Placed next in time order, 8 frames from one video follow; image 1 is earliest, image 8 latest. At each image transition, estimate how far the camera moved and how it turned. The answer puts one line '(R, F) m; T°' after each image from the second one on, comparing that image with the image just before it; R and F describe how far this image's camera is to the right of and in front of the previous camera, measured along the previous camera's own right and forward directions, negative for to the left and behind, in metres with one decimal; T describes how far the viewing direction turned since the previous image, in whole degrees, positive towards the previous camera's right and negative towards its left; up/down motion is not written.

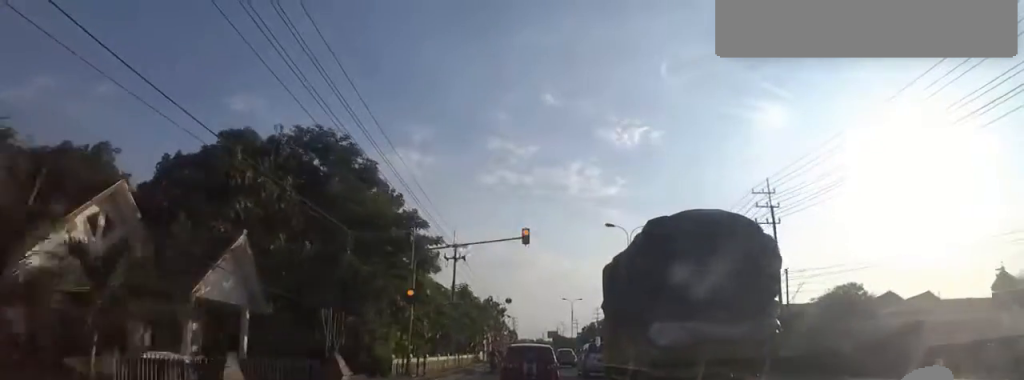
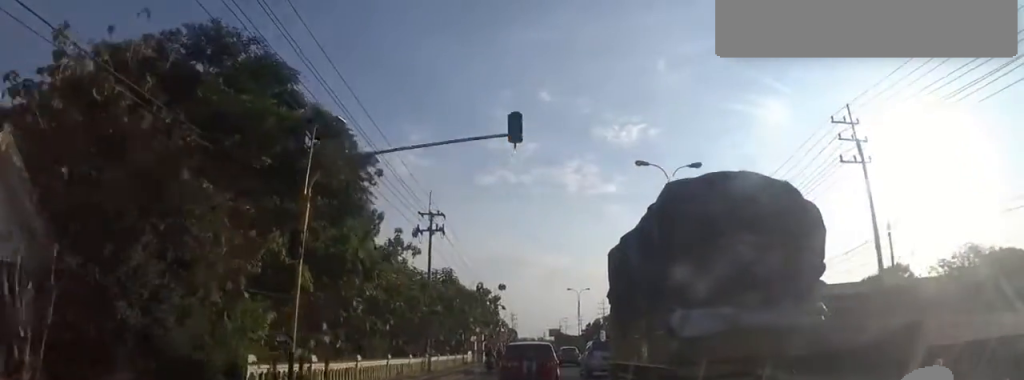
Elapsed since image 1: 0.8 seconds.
(0.0, +10.4) m; 0°
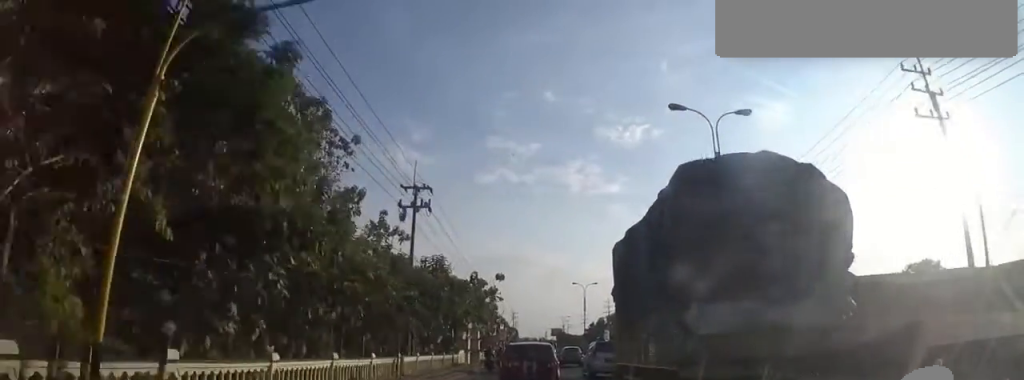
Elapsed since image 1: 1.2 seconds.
(0.0, +5.5) m; 0°
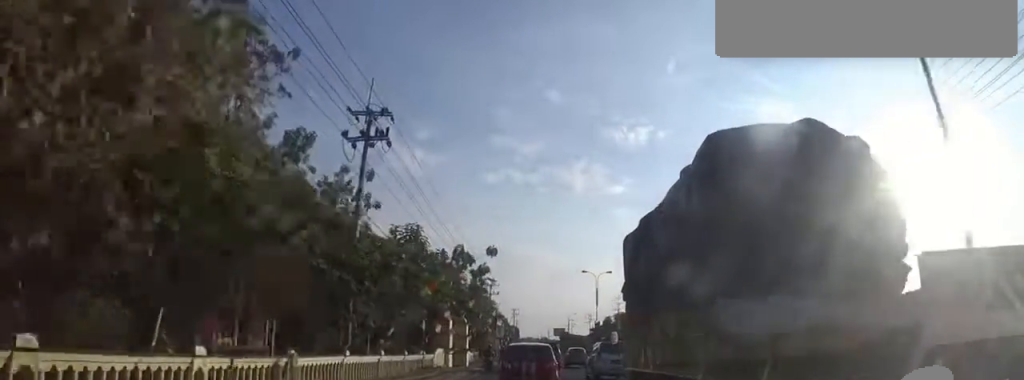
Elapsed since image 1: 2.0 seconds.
(0.0, +9.5) m; +1°
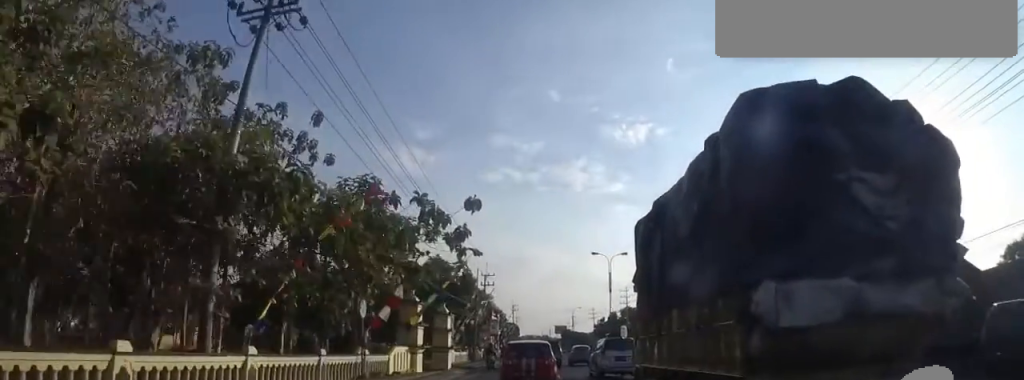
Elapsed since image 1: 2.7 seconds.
(+0.1, +8.5) m; 0°
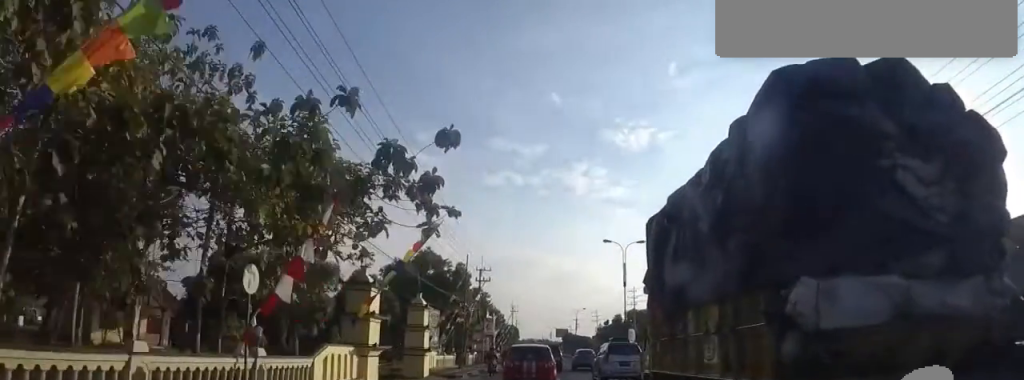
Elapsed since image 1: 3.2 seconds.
(0.0, +6.4) m; 0°
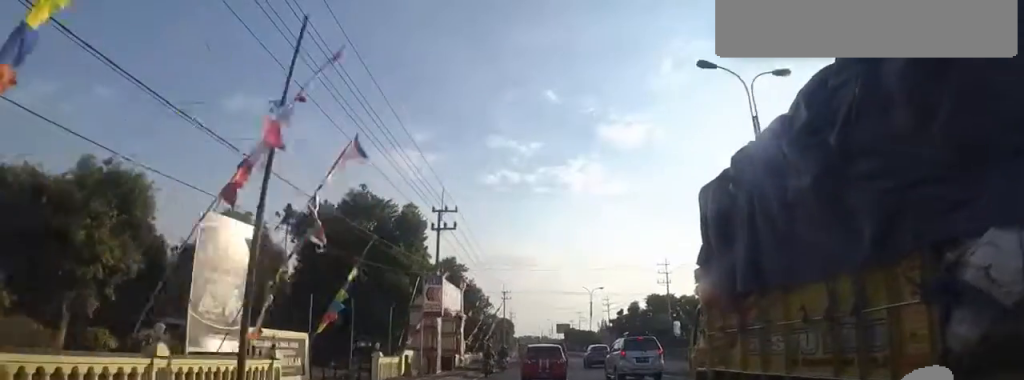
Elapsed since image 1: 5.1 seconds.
(-2.0, +22.9) m; 0°
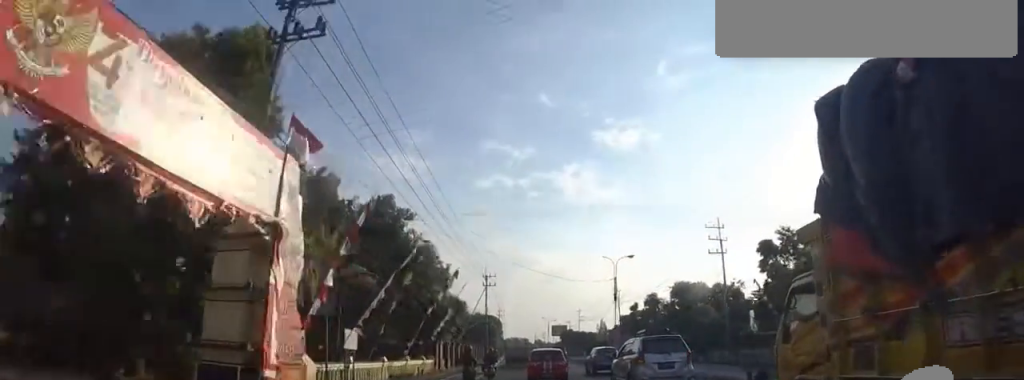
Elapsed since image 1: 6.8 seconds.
(+1.7, +21.8) m; +1°
